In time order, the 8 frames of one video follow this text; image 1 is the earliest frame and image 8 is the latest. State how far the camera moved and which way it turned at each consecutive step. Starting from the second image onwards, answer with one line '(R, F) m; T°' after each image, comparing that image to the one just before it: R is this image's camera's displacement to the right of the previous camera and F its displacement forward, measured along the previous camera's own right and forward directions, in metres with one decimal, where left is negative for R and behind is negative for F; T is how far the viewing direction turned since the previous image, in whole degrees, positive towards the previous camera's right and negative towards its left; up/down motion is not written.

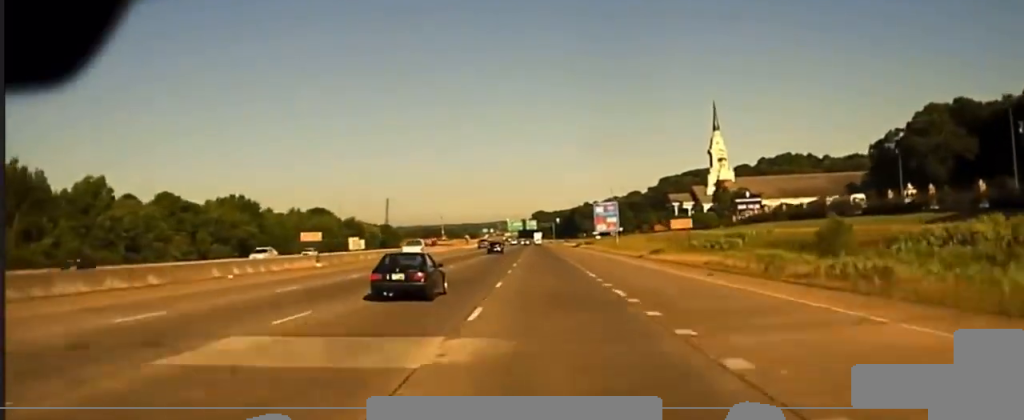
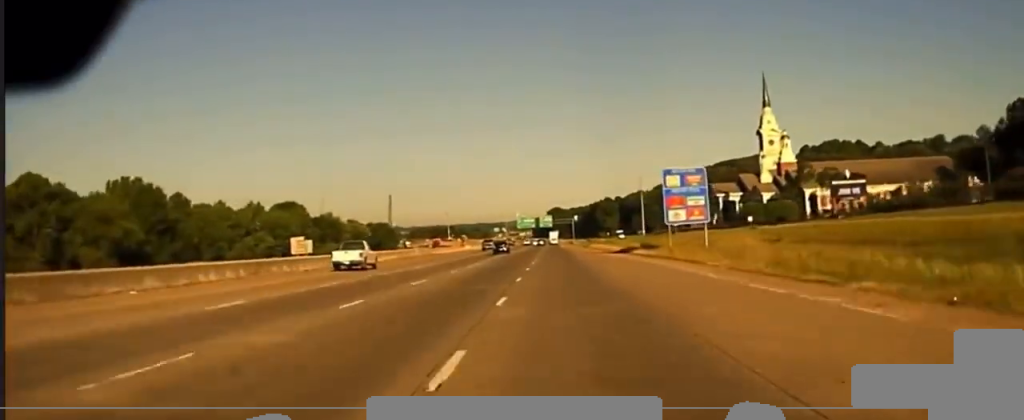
(0.0, +68.3) m; -1°
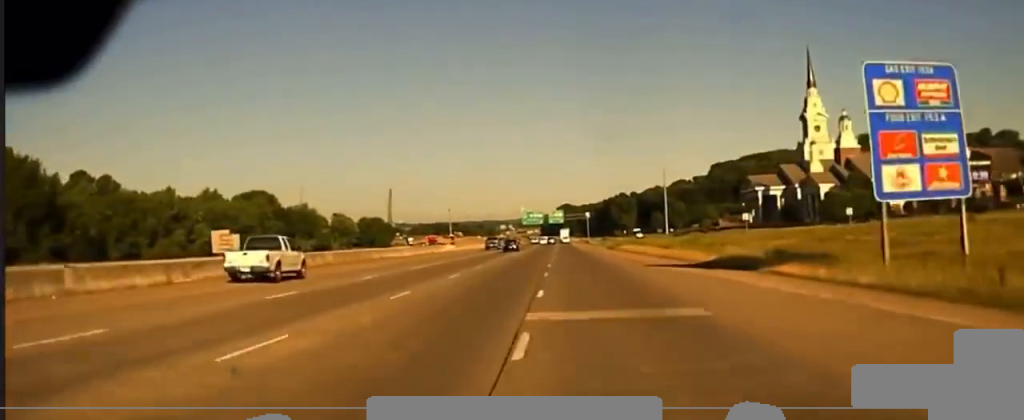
(-0.6, +46.4) m; -1°
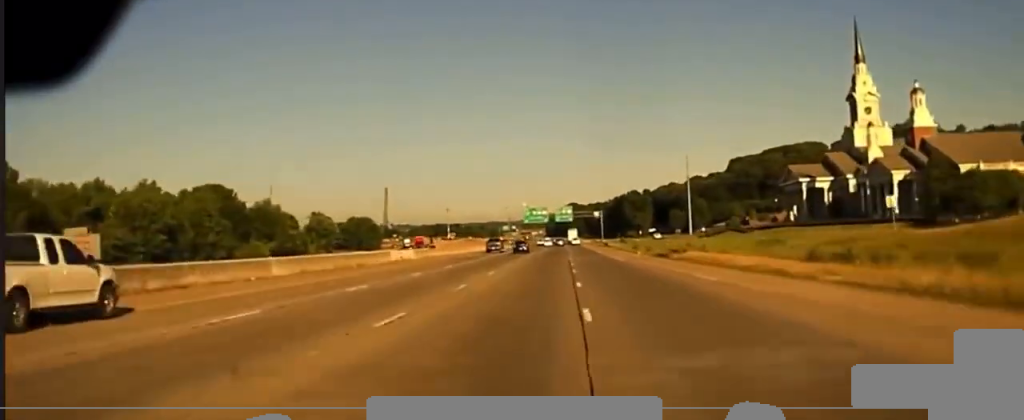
(-0.2, +43.2) m; 0°
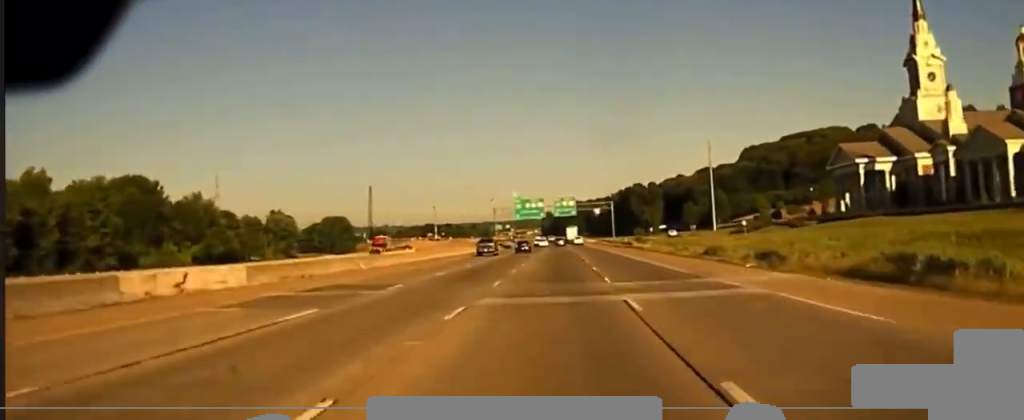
(+0.2, +46.6) m; 0°
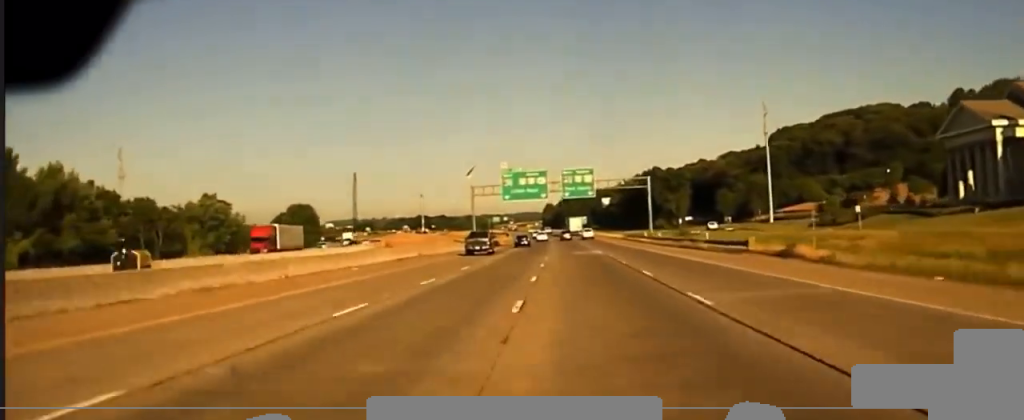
(-0.2, +60.2) m; 0°
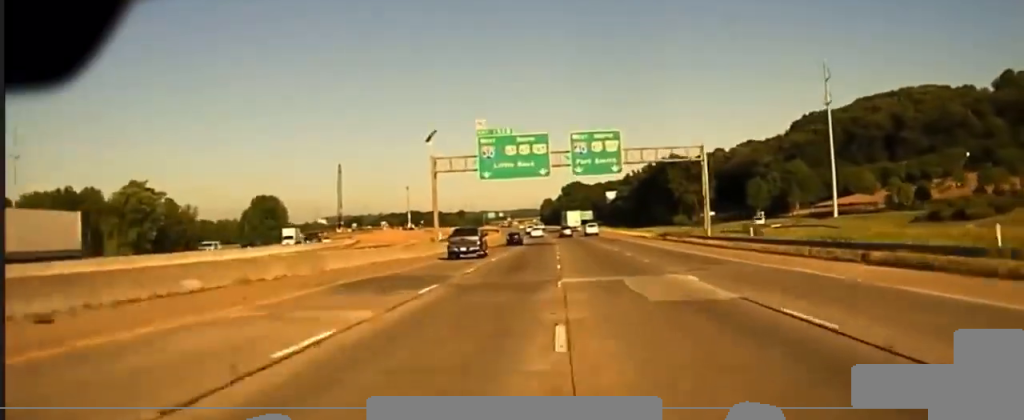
(+0.1, +42.9) m; 0°
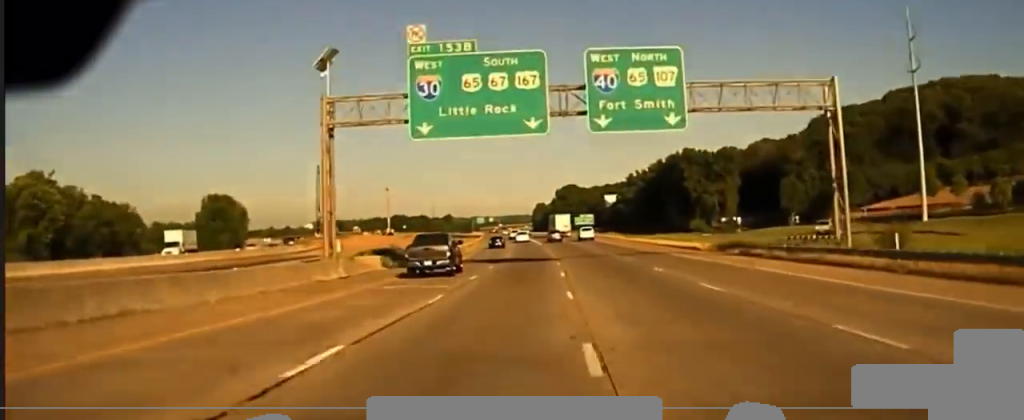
(+0.2, +39.1) m; 0°
